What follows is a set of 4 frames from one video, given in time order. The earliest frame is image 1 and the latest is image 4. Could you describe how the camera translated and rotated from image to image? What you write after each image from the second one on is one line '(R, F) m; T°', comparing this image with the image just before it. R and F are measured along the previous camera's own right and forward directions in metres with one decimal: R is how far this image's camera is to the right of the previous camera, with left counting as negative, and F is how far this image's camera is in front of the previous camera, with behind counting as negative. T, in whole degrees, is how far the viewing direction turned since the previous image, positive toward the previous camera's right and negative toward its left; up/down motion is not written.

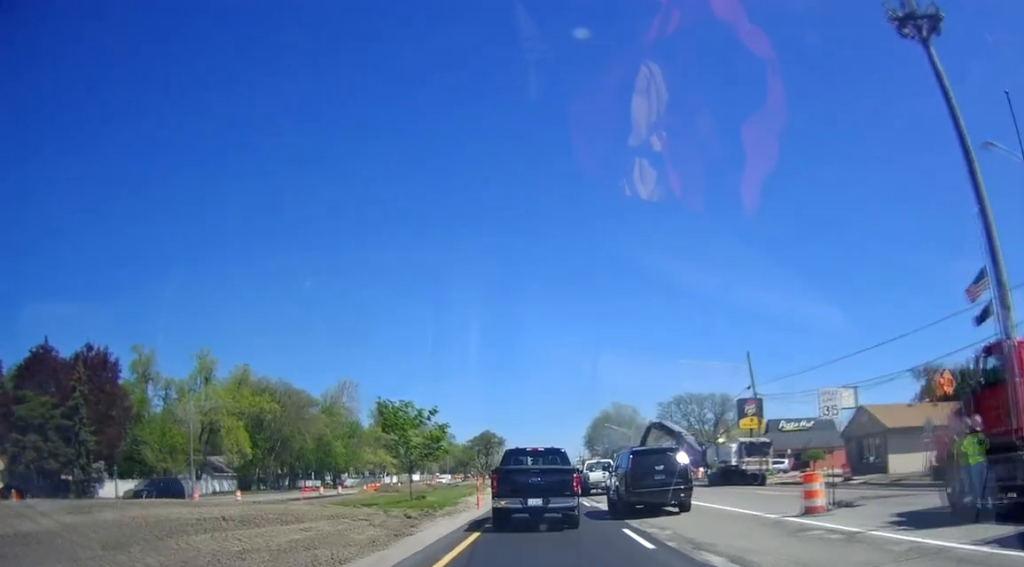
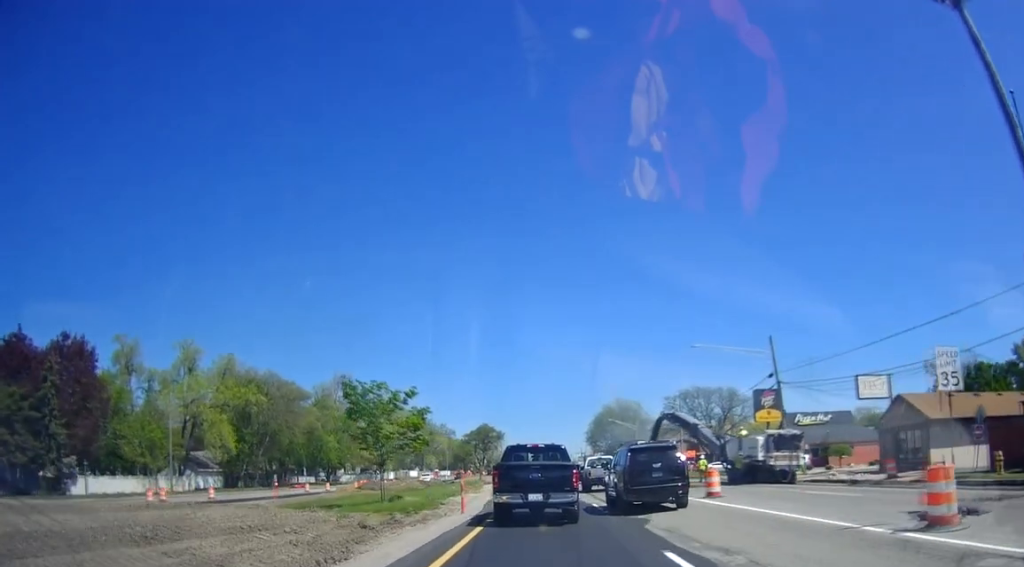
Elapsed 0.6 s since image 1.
(+0.2, +5.2) m; -3°
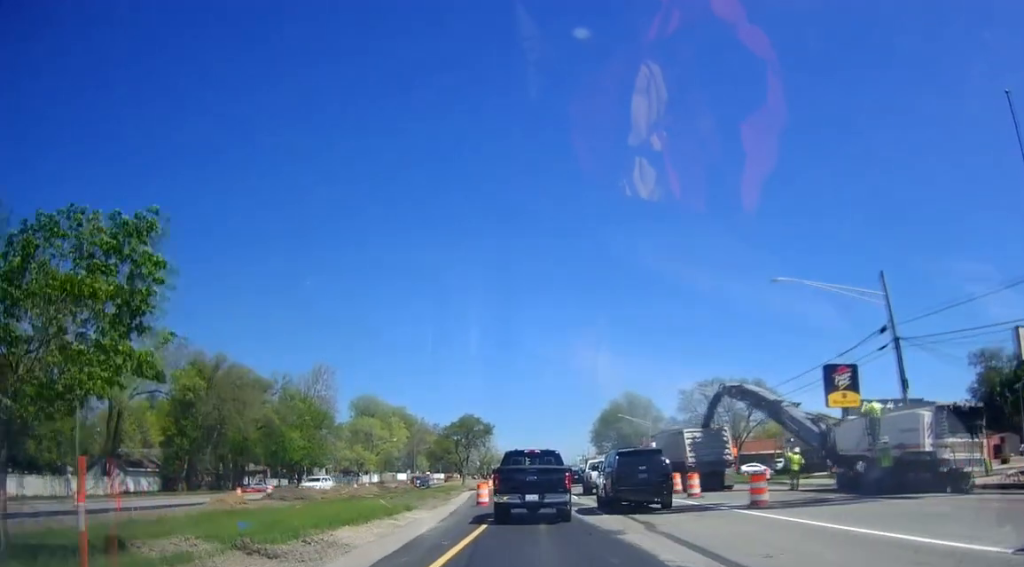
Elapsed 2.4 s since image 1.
(-0.3, +16.3) m; -1°
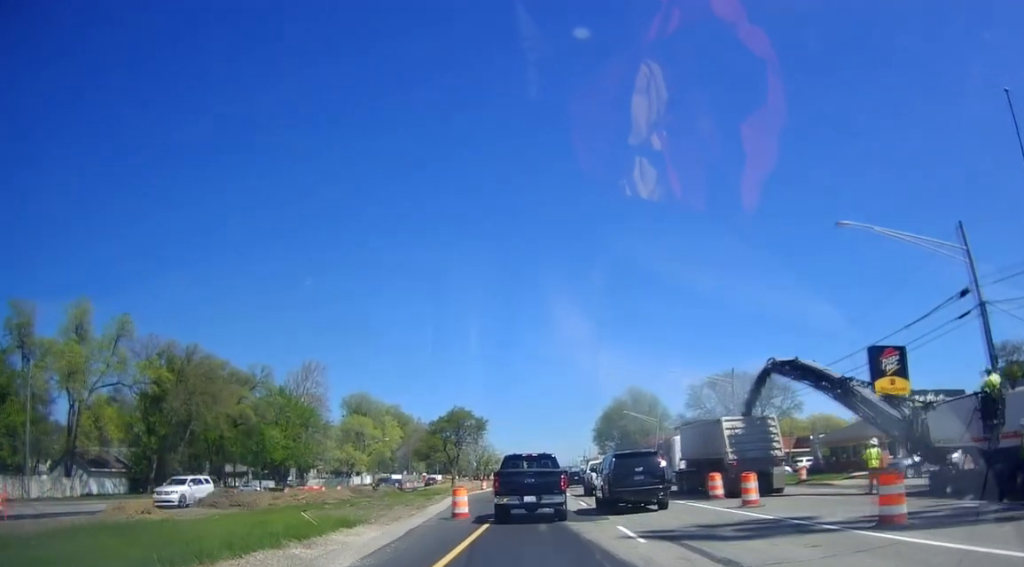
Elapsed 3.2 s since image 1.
(-0.2, +6.9) m; 0°
